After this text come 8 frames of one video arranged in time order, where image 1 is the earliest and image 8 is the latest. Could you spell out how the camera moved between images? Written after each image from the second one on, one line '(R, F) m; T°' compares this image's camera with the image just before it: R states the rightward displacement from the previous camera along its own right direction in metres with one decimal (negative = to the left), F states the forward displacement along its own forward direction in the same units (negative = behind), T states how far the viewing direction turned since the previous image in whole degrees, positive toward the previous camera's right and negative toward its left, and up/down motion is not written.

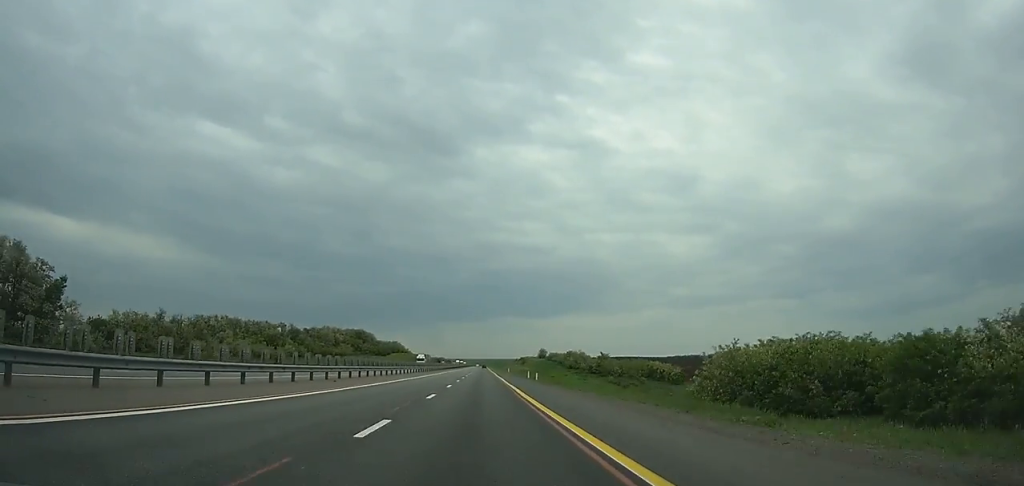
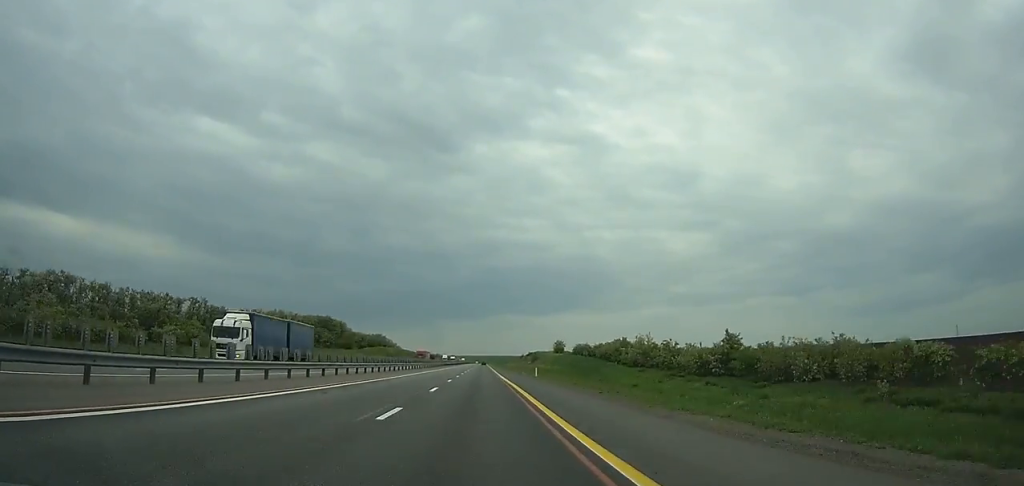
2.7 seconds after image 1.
(+0.2, +69.1) m; 0°
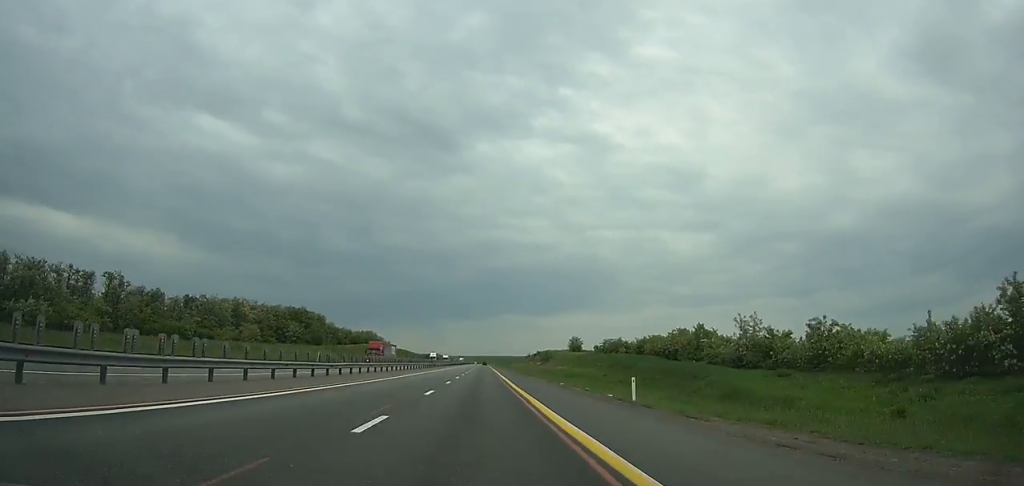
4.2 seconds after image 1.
(+0.1, +38.3) m; 0°
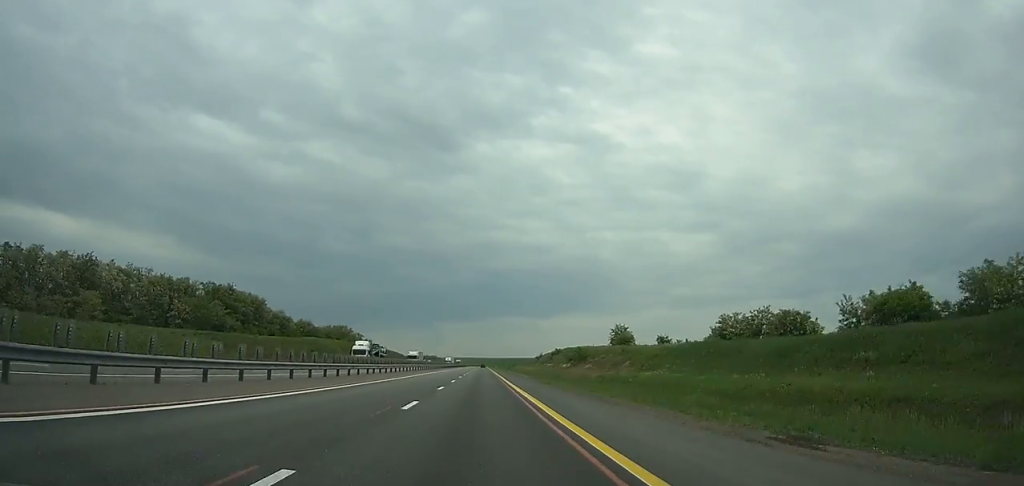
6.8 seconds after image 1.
(0.0, +66.5) m; 0°
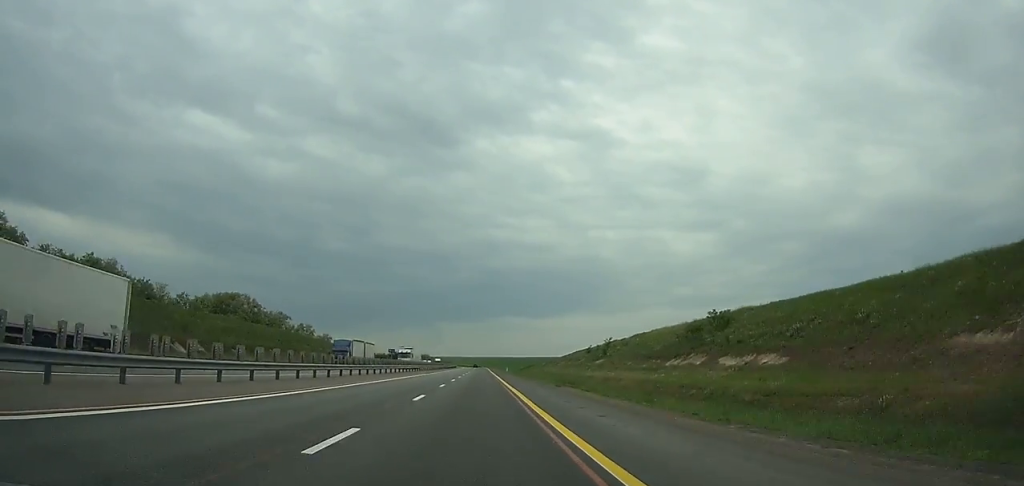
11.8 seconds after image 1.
(-0.2, +127.7) m; 0°
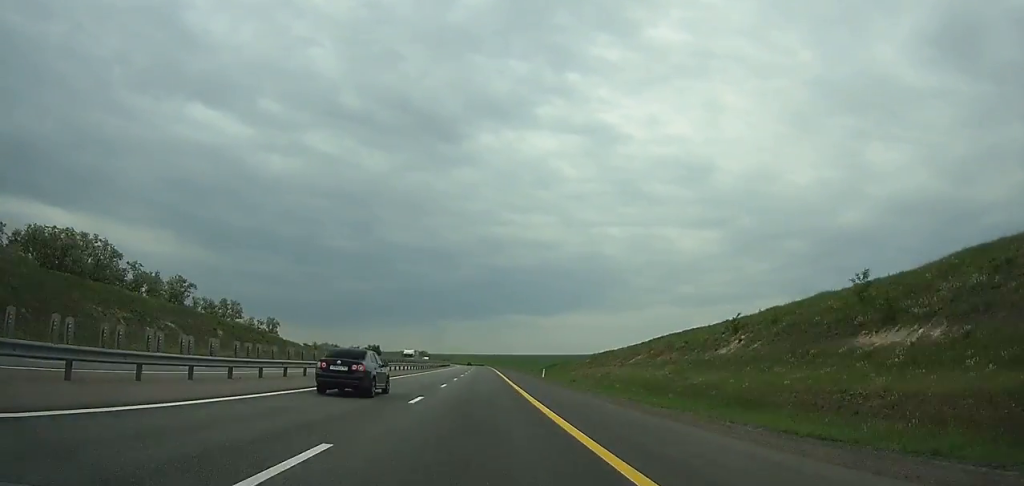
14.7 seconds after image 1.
(0.0, +74.3) m; 0°
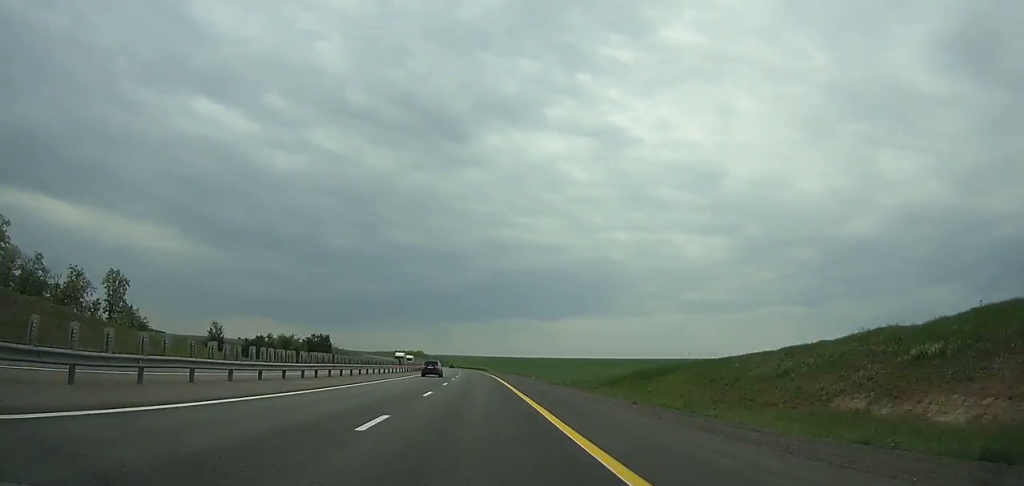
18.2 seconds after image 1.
(-0.1, +90.0) m; -1°
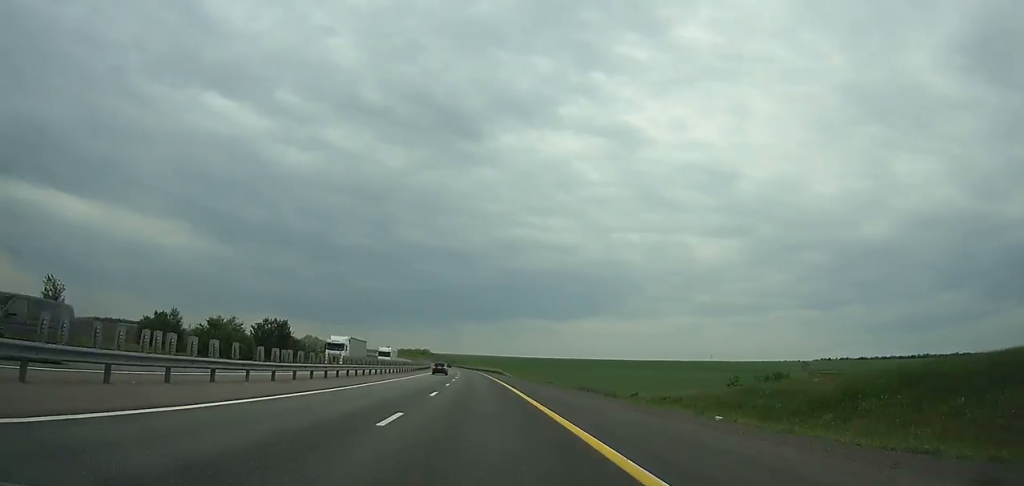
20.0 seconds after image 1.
(-0.4, +46.7) m; -1°
